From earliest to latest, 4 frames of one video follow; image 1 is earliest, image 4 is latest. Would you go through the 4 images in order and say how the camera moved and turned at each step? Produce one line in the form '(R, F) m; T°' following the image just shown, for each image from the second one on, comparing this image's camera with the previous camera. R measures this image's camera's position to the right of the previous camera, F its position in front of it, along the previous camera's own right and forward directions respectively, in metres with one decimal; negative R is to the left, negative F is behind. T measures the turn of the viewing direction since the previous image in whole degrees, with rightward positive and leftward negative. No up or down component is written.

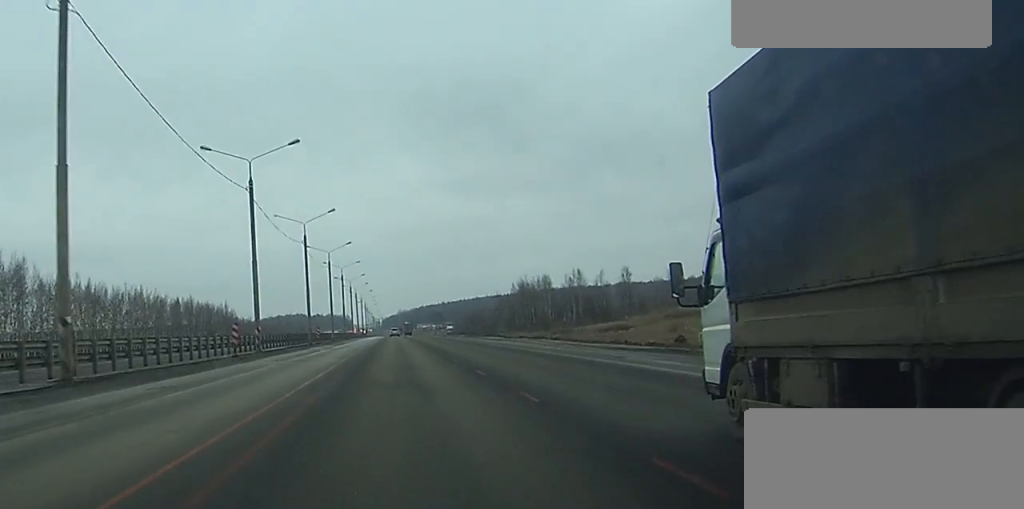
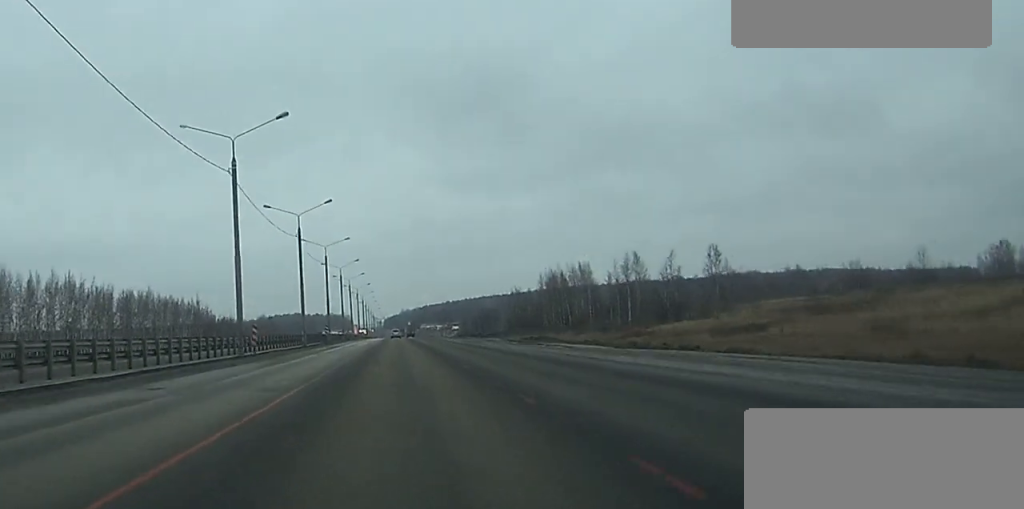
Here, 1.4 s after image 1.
(-0.1, +39.7) m; 0°
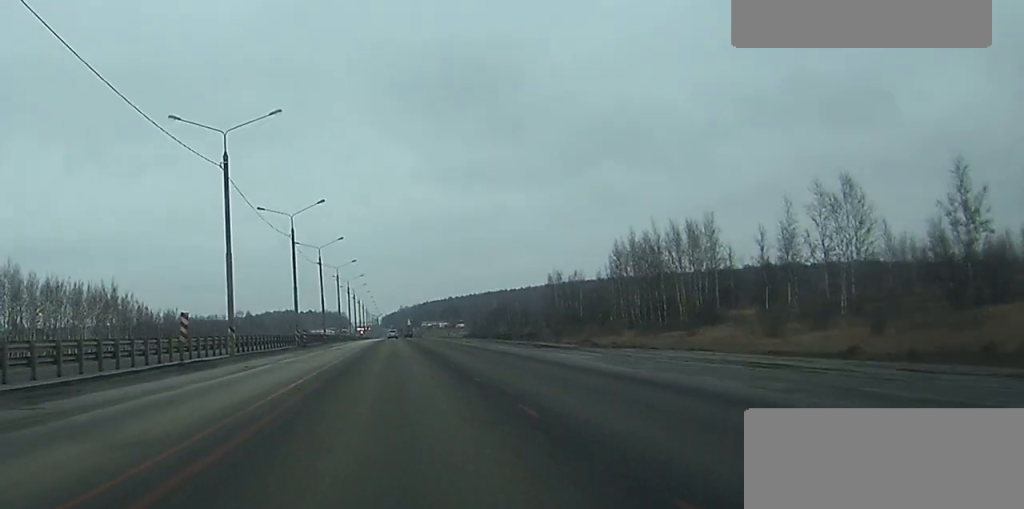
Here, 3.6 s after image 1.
(0.0, +66.2) m; 0°
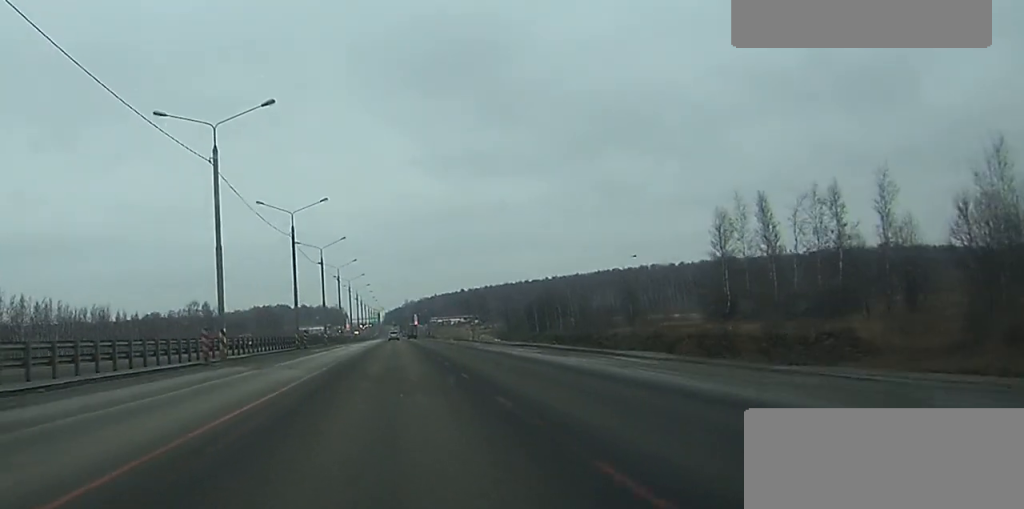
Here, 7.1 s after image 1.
(-0.1, +102.6) m; 0°
